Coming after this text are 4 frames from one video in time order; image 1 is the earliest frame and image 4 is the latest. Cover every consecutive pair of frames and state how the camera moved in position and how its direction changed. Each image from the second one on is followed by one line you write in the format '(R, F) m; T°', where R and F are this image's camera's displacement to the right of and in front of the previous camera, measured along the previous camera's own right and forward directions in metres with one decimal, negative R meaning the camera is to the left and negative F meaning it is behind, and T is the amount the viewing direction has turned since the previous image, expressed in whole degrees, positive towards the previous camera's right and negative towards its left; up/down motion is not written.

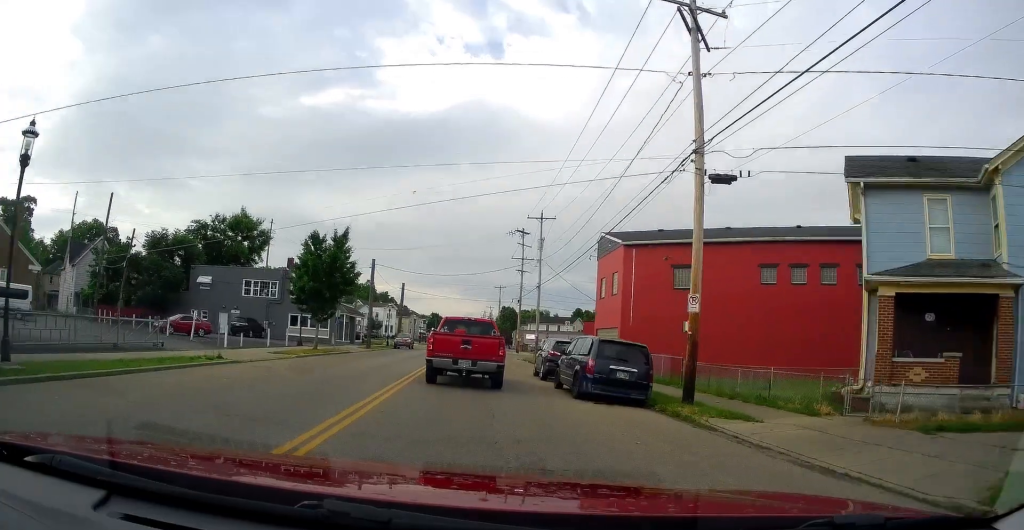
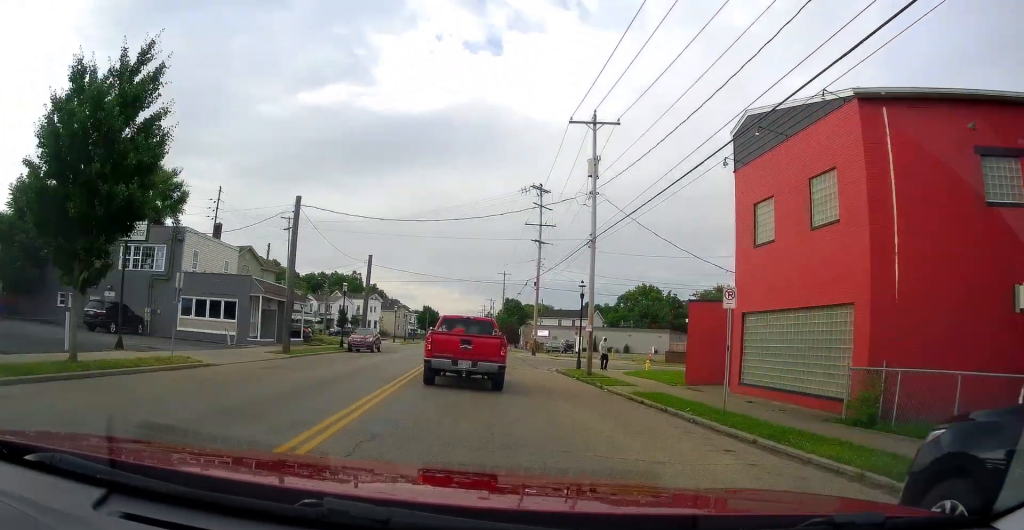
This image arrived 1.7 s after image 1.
(-0.9, +22.6) m; -1°
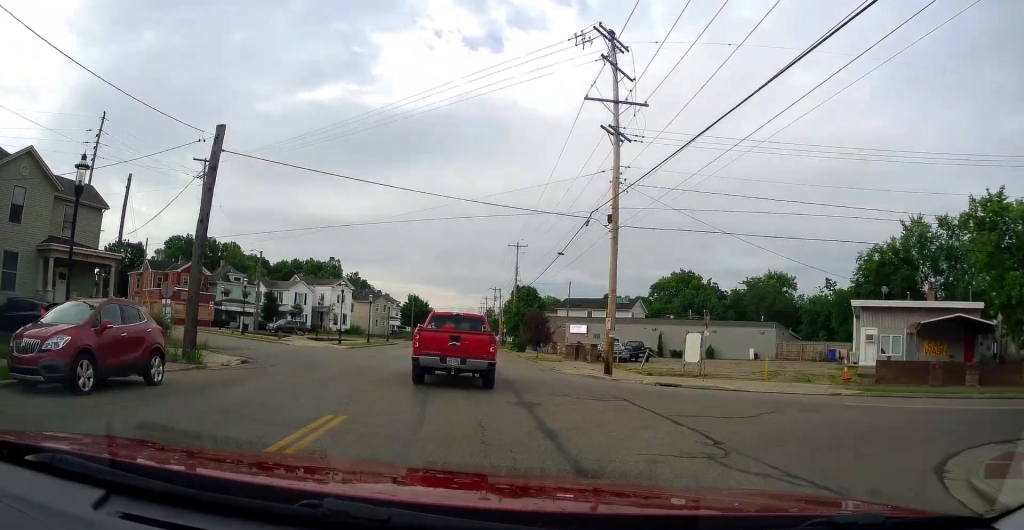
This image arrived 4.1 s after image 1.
(0.0, +31.2) m; 0°
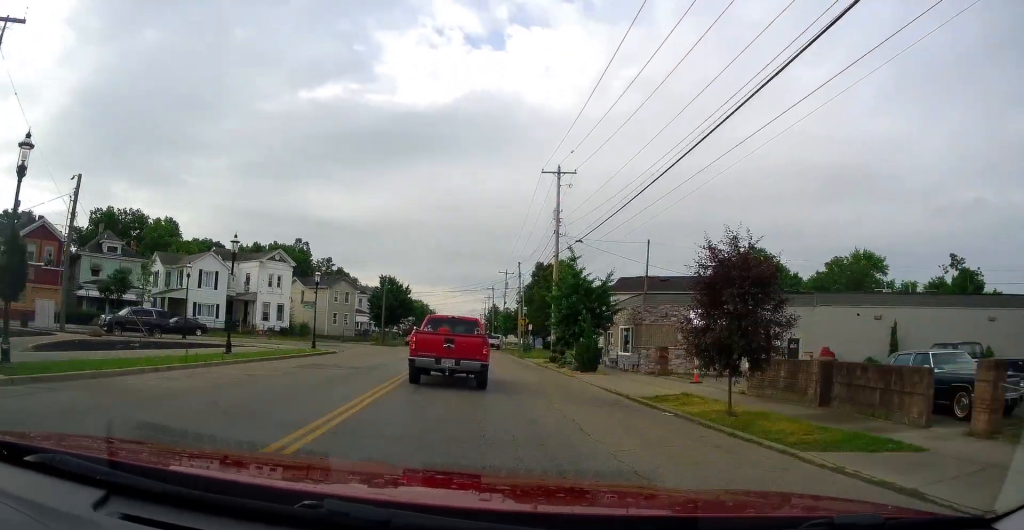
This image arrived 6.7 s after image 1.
(+1.6, +34.6) m; +2°
